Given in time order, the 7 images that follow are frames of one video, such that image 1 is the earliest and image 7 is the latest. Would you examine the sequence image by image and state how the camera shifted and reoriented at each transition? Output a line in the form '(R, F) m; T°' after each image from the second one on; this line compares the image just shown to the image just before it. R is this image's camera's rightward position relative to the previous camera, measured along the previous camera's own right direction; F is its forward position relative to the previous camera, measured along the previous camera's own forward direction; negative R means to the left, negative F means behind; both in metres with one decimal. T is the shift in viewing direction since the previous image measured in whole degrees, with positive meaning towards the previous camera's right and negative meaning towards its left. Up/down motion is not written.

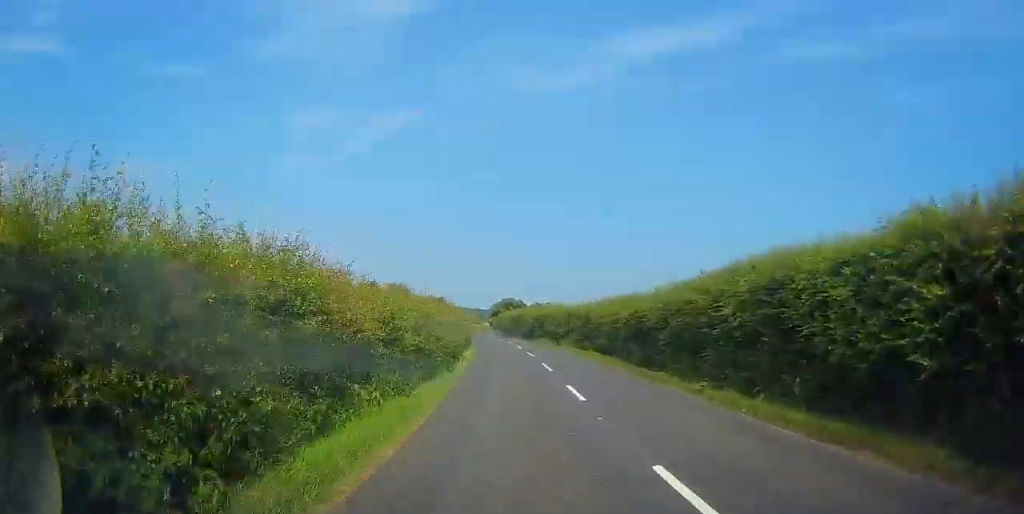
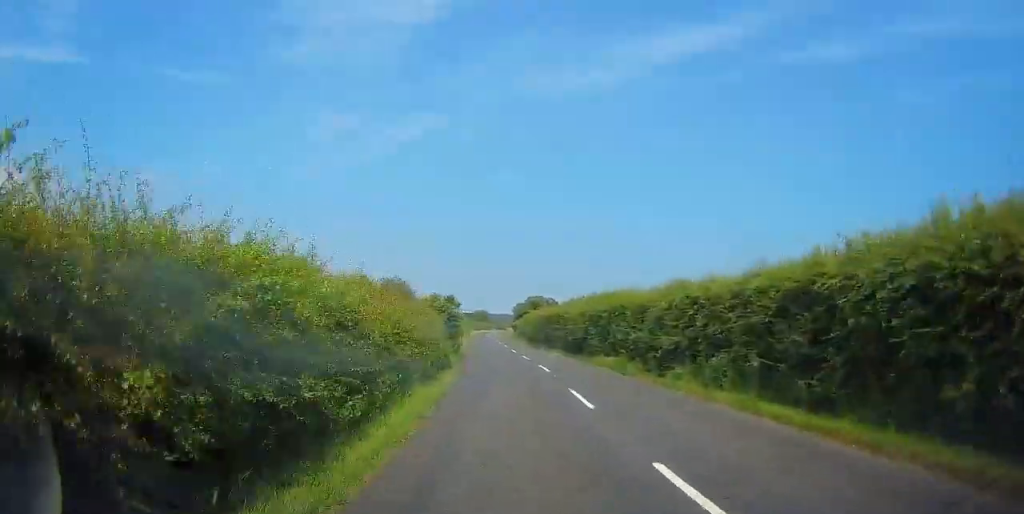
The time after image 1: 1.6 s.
(-0.6, +26.8) m; -2°
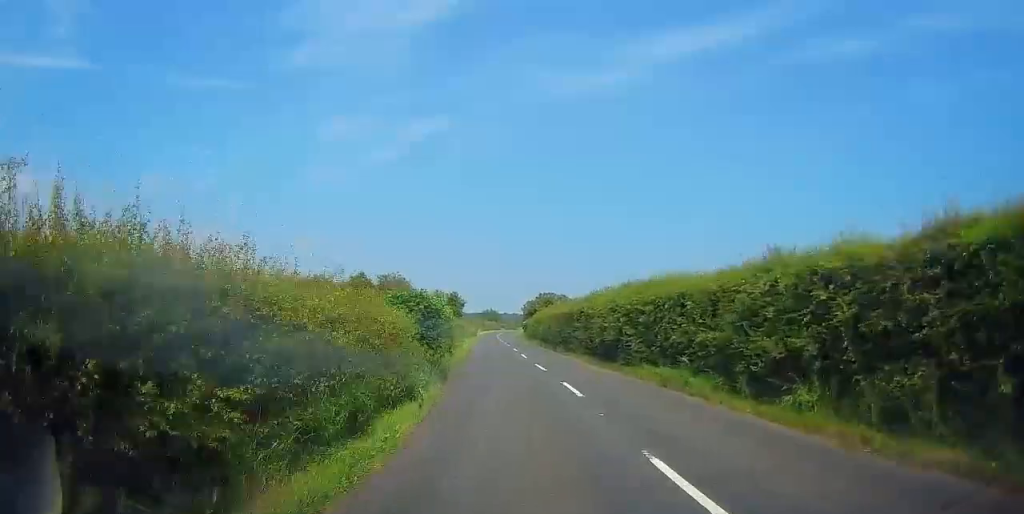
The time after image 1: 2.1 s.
(+0.3, +7.6) m; -1°
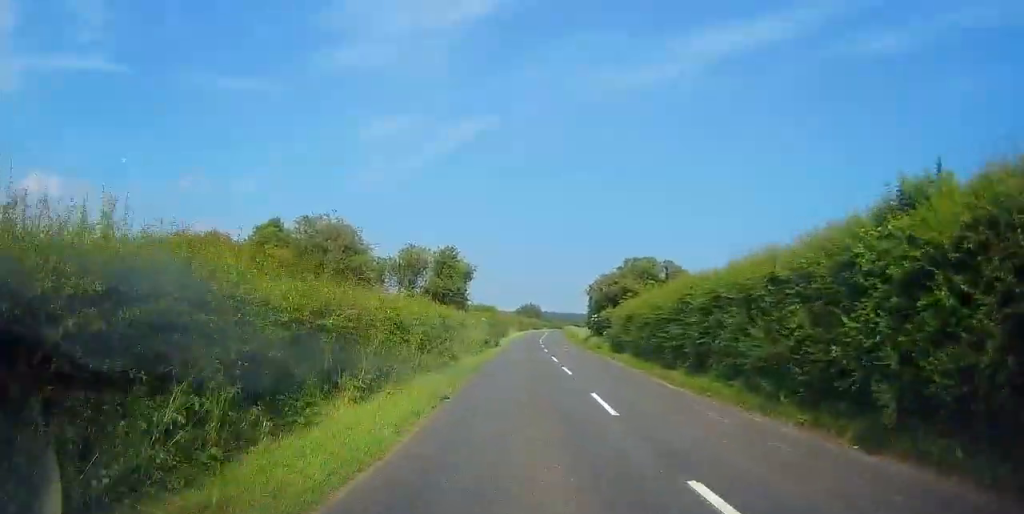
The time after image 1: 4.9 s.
(-1.3, +45.9) m; -1°
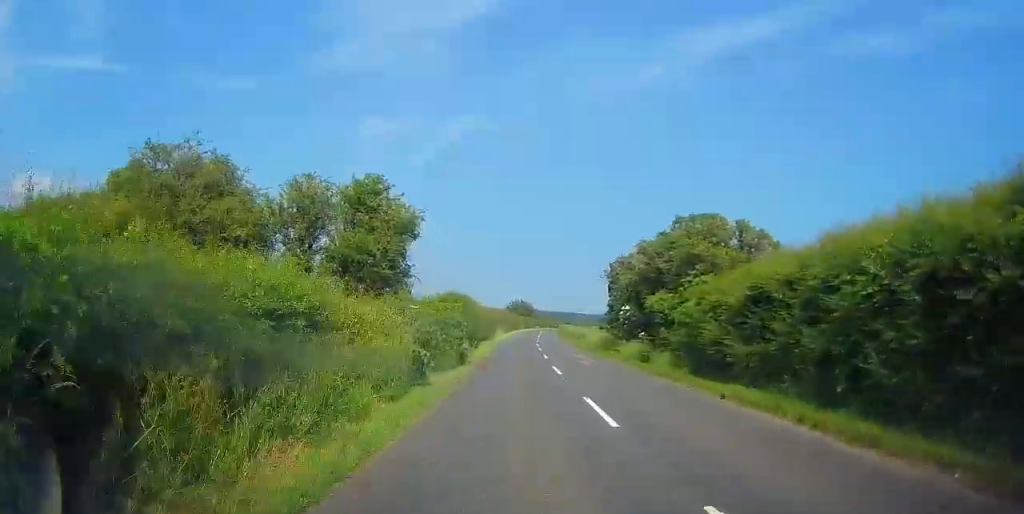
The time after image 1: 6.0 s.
(-0.5, +18.1) m; -1°
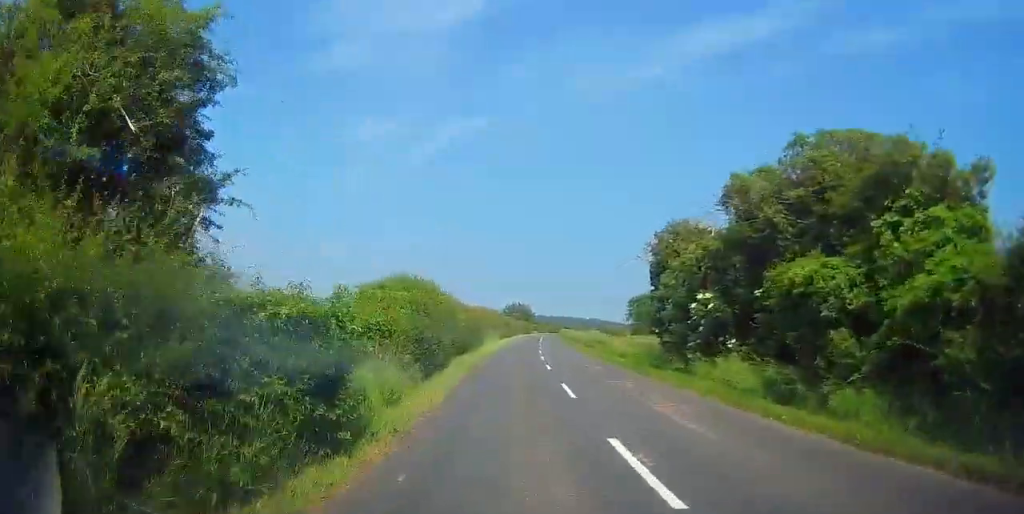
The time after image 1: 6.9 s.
(+0.3, +14.3) m; +1°
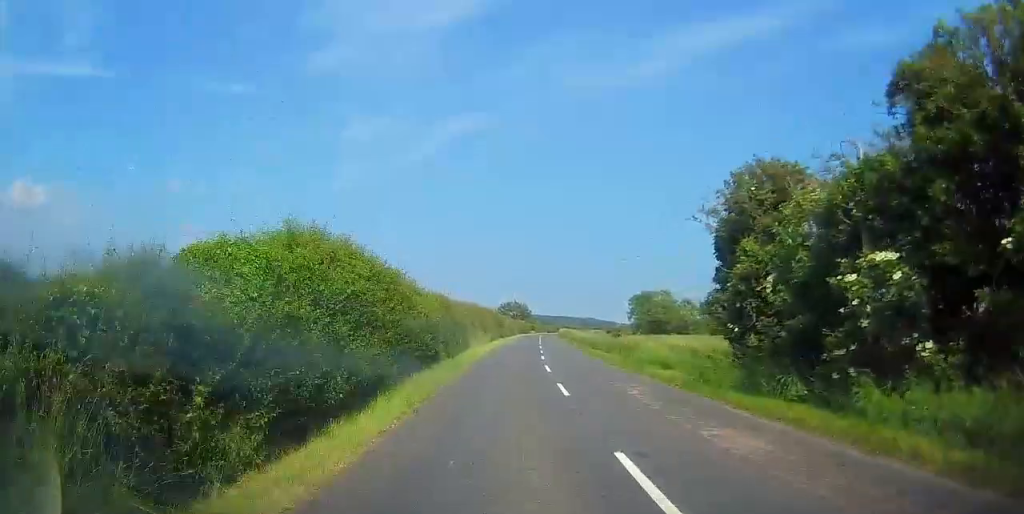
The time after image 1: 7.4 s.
(+0.1, +9.3) m; +1°
